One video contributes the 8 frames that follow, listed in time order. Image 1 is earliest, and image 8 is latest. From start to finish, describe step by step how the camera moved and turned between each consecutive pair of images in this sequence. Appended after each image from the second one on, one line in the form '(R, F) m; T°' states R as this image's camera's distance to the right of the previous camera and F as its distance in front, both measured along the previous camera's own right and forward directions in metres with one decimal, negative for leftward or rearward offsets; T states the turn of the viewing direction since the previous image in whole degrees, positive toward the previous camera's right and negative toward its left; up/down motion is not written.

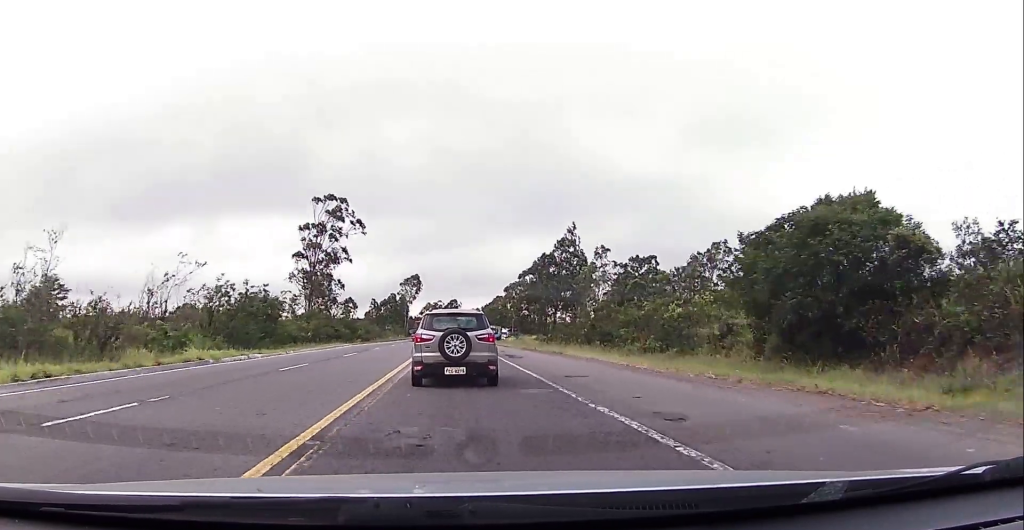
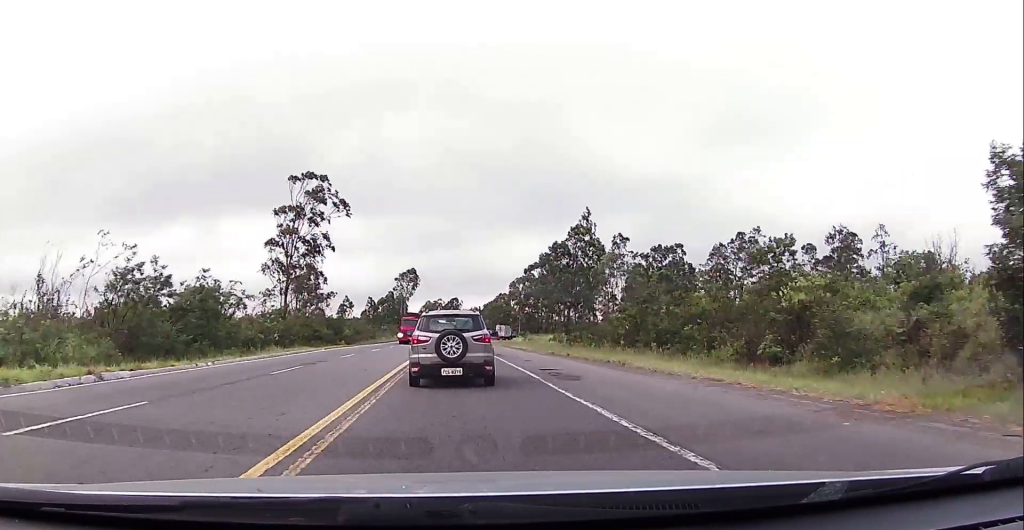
(-0.1, +12.7) m; 0°
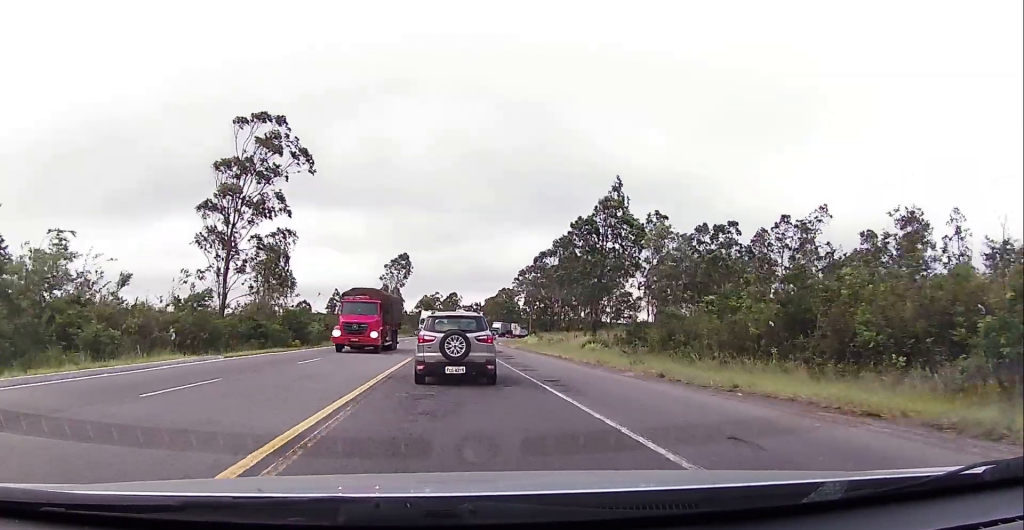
(+0.3, +19.9) m; 0°
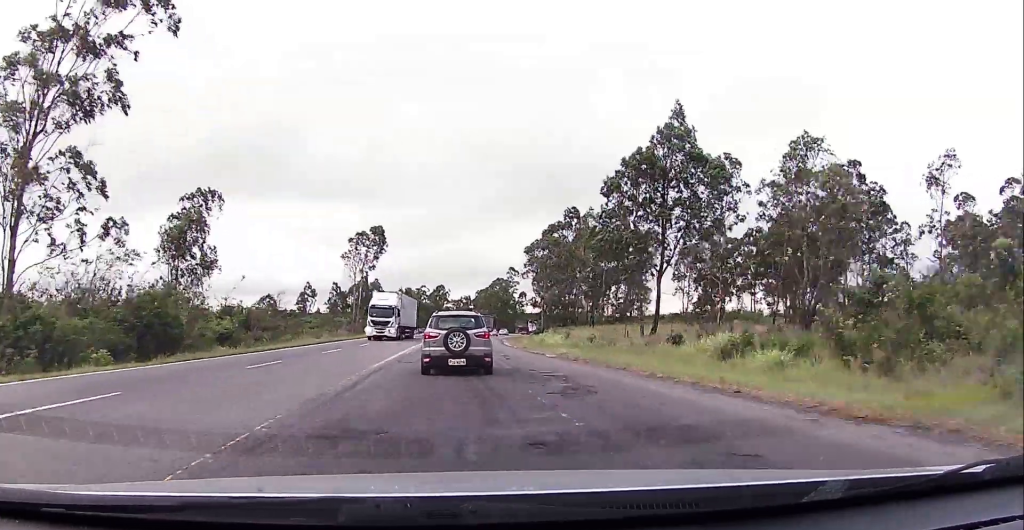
(-0.6, +27.5) m; 0°
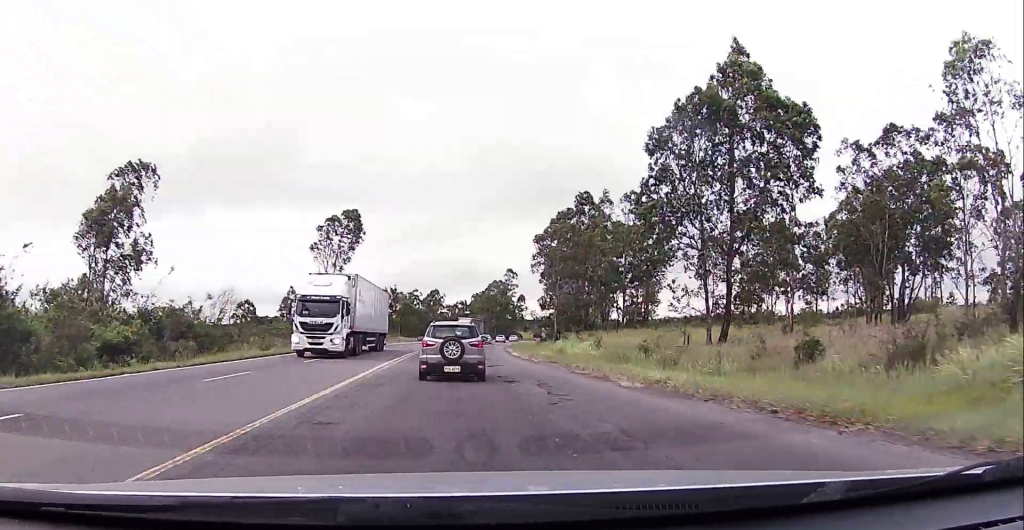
(+0.1, +14.4) m; +1°
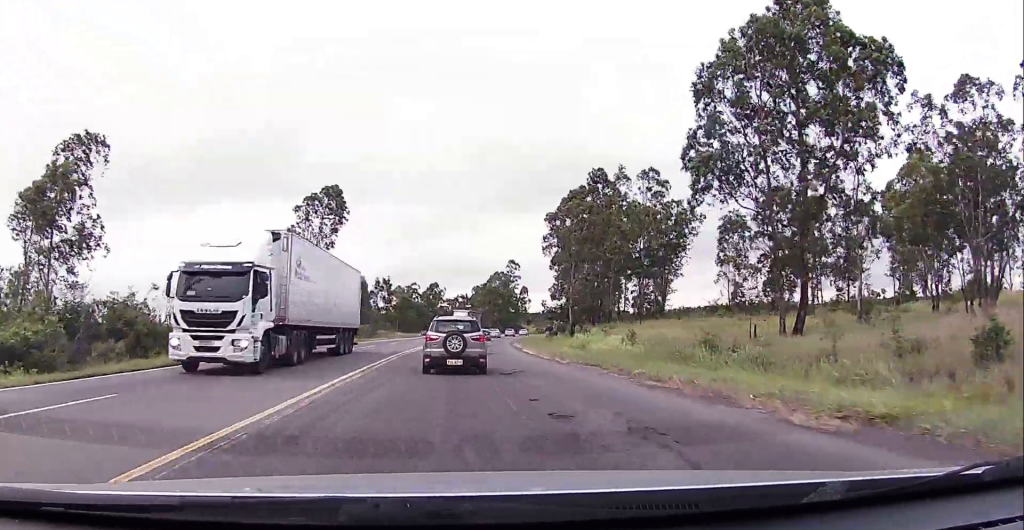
(+0.2, +8.5) m; +1°
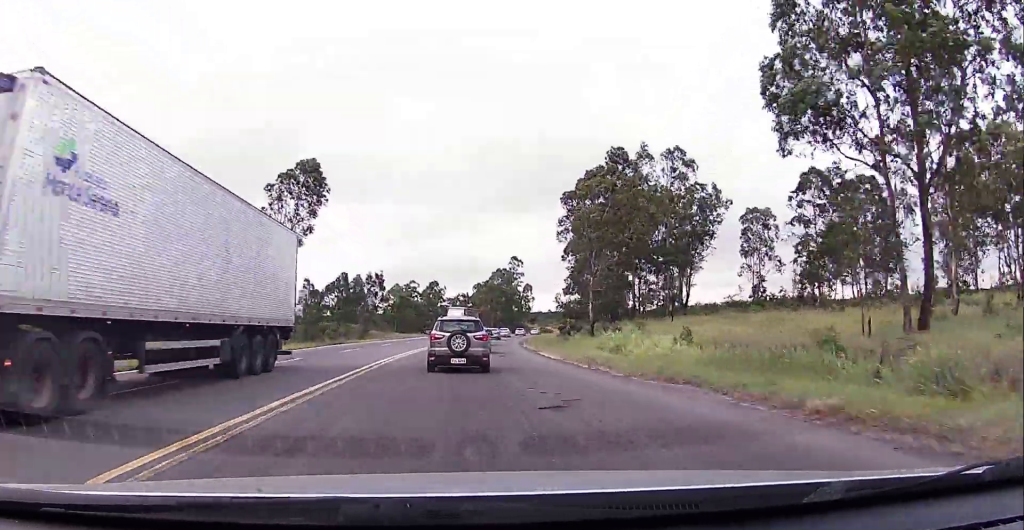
(+0.1, +8.6) m; +1°
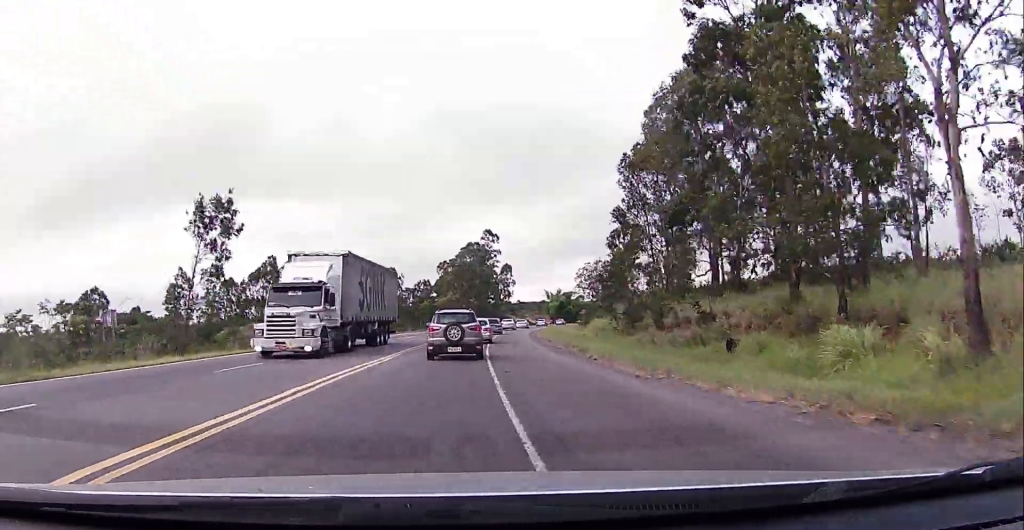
(+1.1, +40.6) m; +3°
